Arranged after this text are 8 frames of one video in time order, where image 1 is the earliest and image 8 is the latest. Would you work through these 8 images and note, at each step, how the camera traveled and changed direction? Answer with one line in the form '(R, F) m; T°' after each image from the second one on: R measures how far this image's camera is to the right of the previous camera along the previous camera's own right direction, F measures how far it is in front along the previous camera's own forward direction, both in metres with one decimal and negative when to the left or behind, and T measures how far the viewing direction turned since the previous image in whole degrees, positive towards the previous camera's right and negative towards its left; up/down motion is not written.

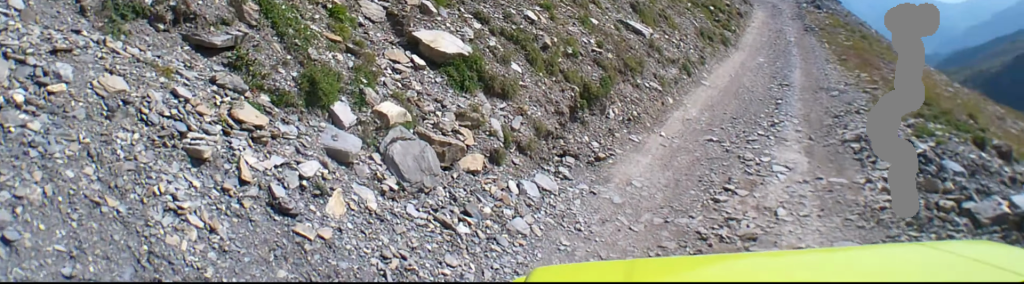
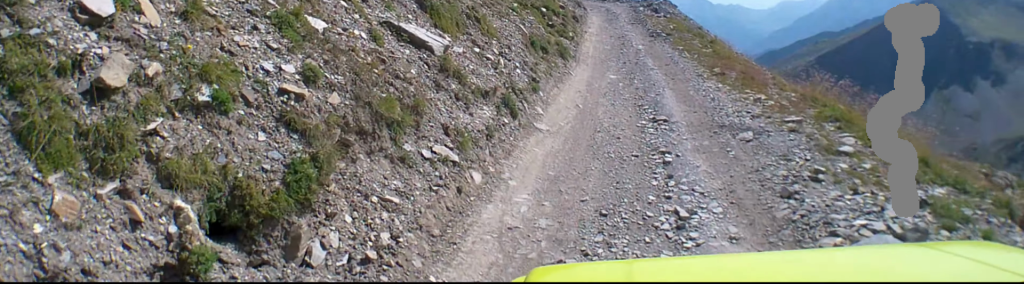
(+0.5, +6.0) m; -3°
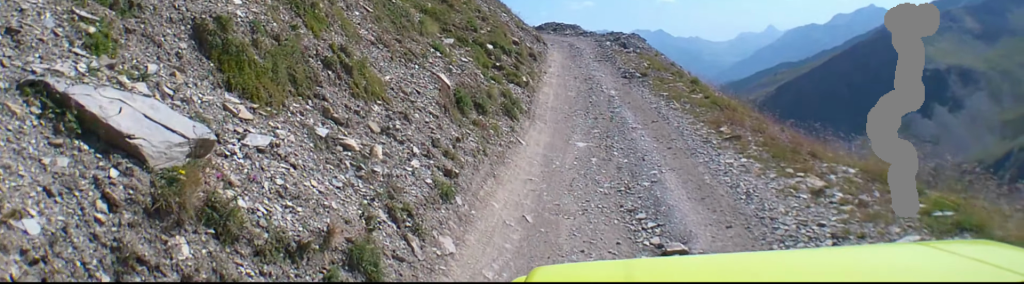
(-0.3, +3.9) m; -6°
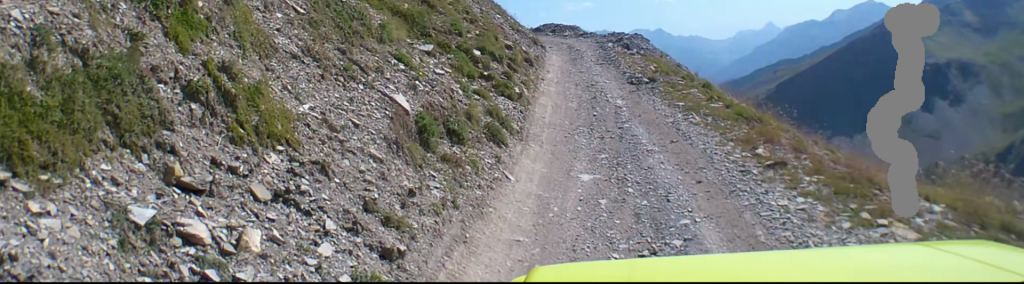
(0.0, +1.8) m; 0°
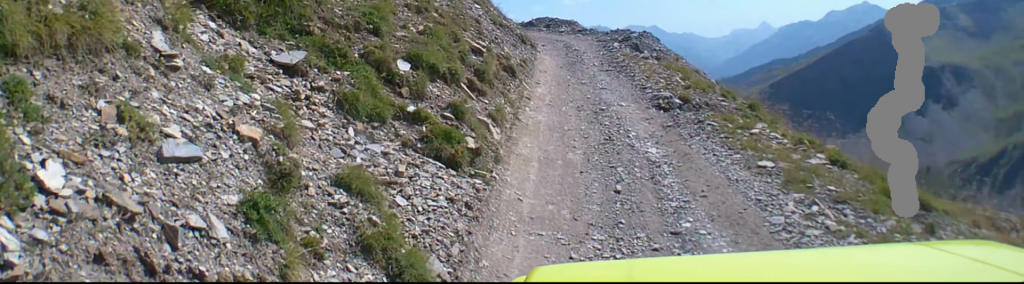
(0.0, +4.7) m; 0°
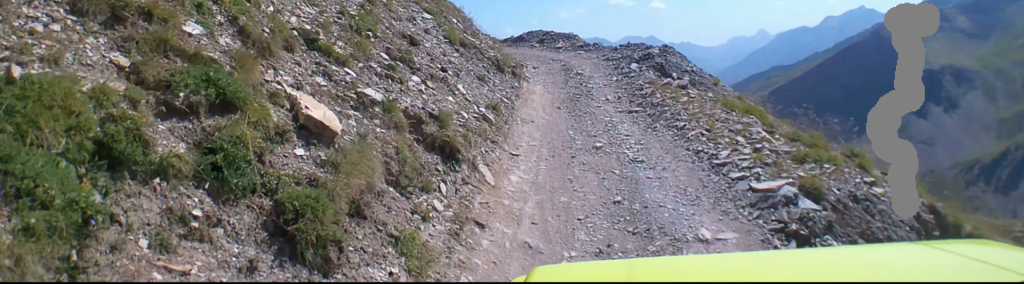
(0.0, +5.5) m; 0°
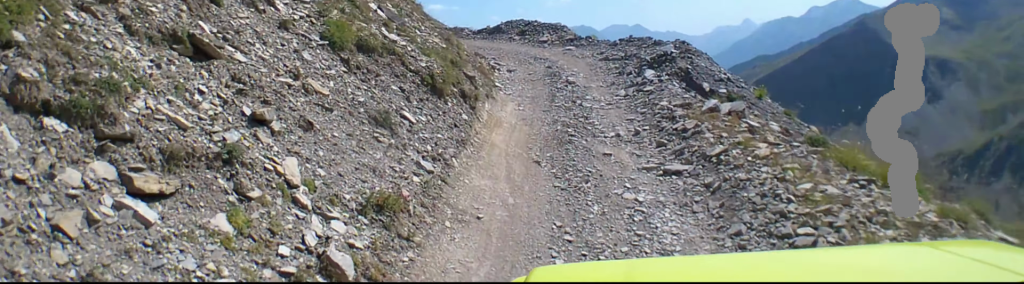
(0.0, +4.3) m; 0°
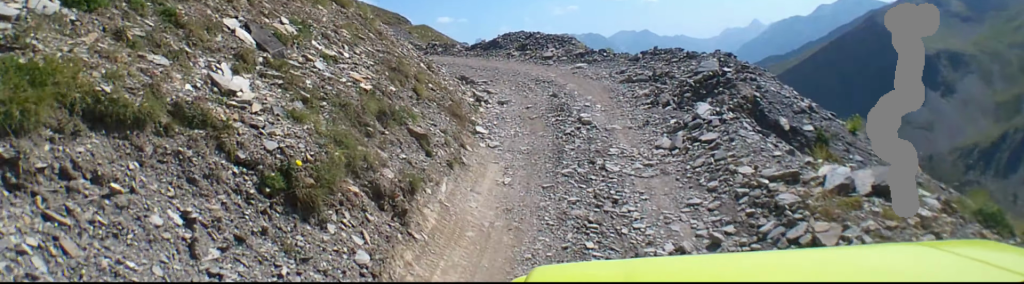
(0.0, +3.5) m; 0°
